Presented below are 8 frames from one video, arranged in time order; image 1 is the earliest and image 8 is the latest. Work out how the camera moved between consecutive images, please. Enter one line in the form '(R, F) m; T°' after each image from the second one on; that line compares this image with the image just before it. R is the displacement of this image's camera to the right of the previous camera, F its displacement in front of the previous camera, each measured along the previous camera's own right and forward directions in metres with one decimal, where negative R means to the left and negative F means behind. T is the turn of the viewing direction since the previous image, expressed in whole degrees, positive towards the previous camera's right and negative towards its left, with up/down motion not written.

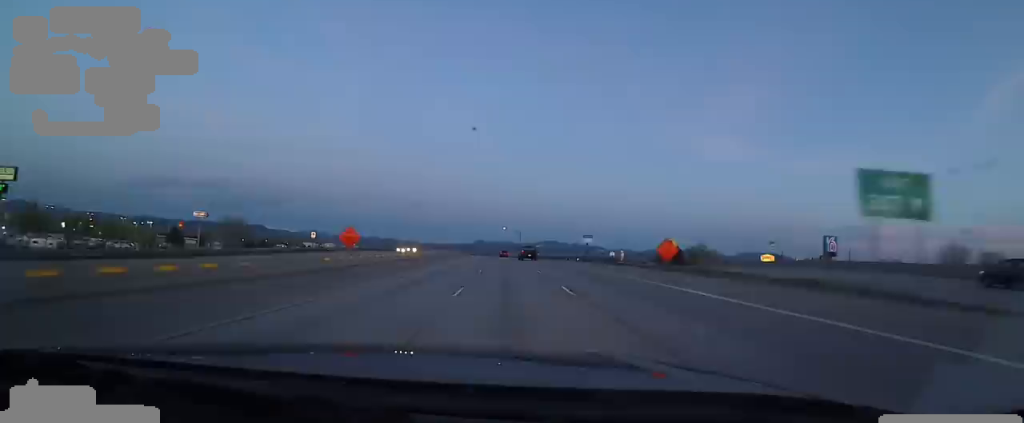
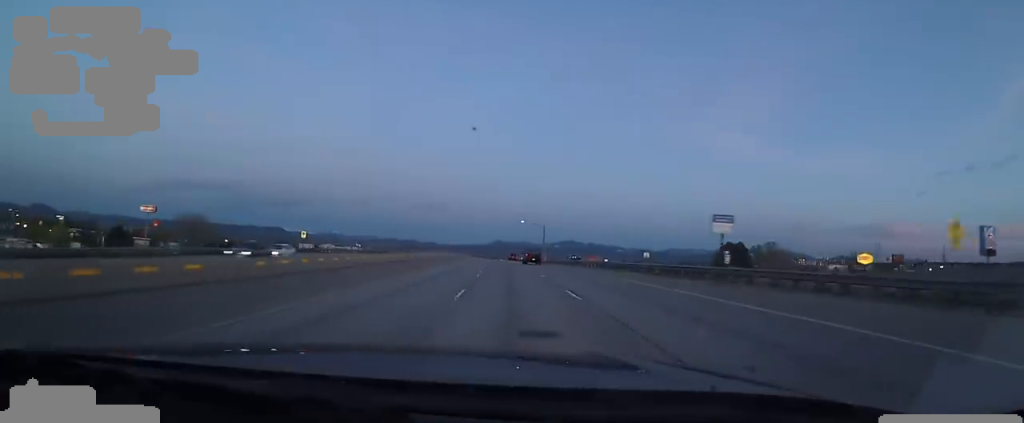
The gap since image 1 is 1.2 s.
(-1.2, +36.5) m; 0°
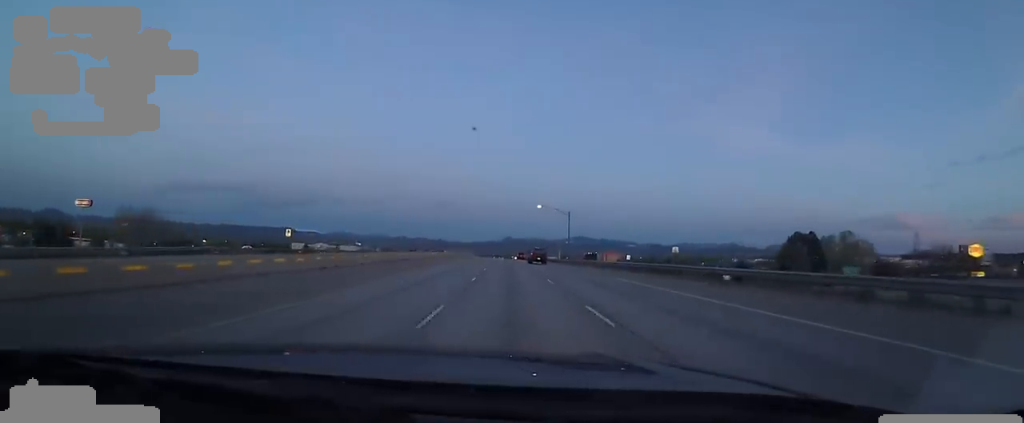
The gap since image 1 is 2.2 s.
(+0.9, +30.3) m; -1°
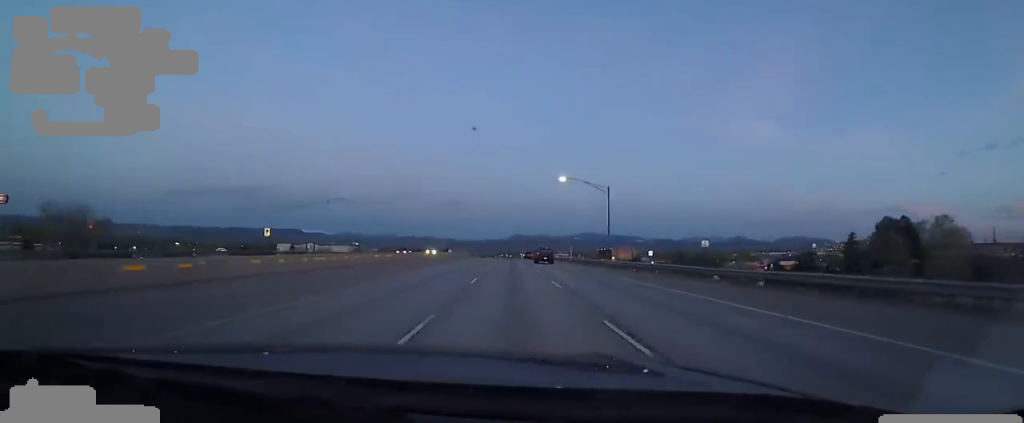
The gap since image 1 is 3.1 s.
(-1.1, +26.7) m; -2°
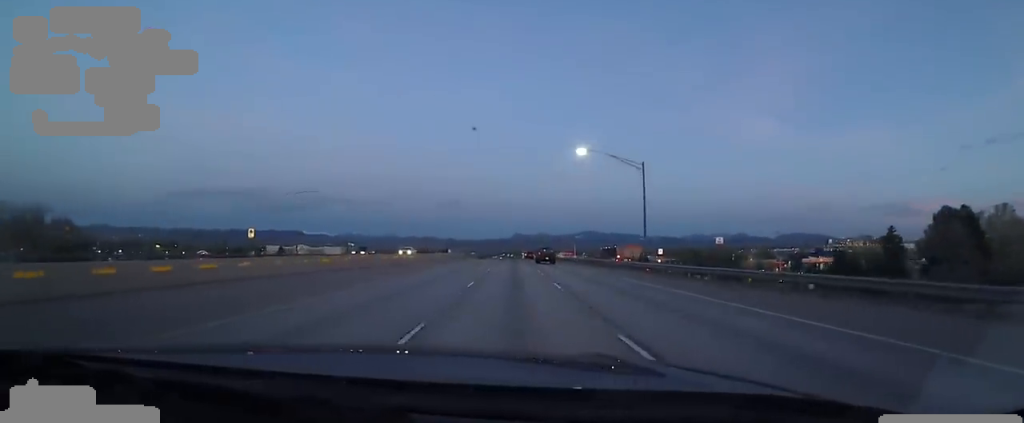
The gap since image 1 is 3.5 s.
(0.0, +13.6) m; 0°
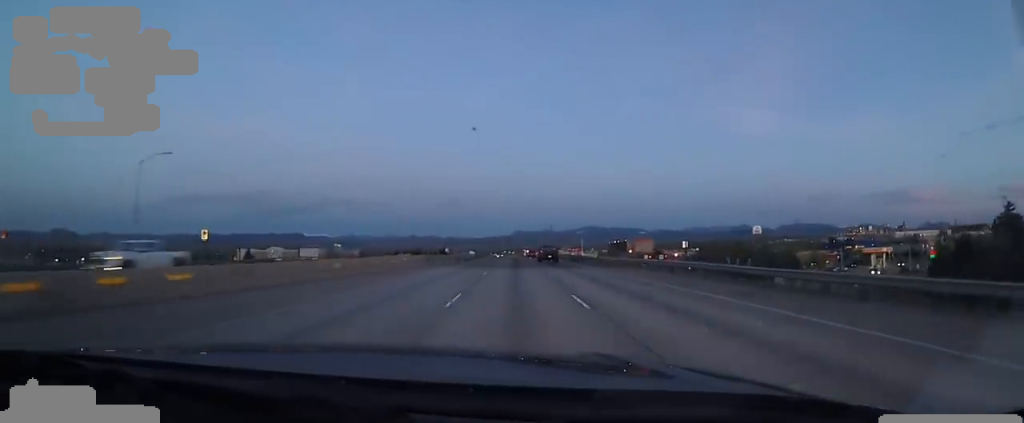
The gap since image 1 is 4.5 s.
(0.0, +30.4) m; 0°
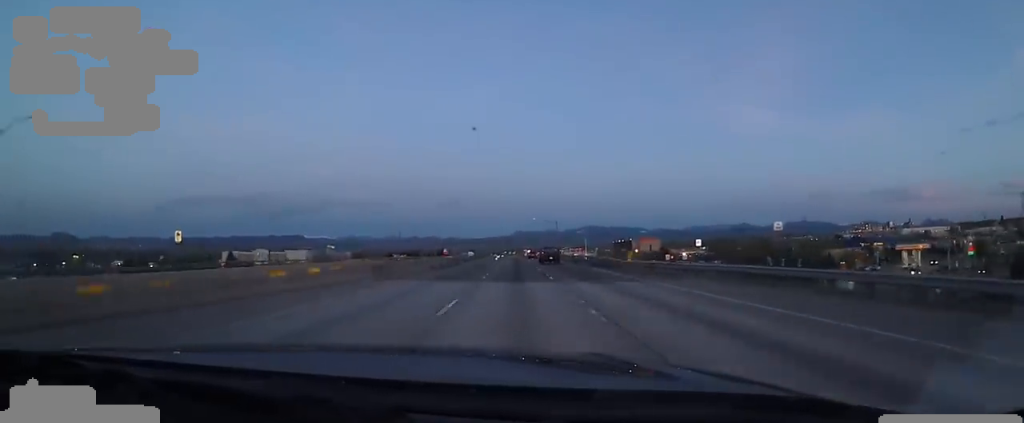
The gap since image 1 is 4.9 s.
(0.0, +13.8) m; 0°
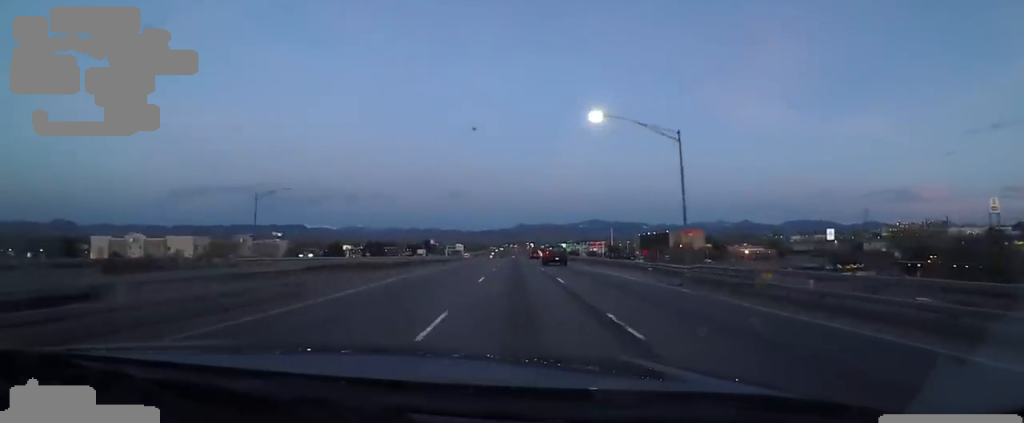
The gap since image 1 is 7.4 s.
(0.0, +75.1) m; 0°
